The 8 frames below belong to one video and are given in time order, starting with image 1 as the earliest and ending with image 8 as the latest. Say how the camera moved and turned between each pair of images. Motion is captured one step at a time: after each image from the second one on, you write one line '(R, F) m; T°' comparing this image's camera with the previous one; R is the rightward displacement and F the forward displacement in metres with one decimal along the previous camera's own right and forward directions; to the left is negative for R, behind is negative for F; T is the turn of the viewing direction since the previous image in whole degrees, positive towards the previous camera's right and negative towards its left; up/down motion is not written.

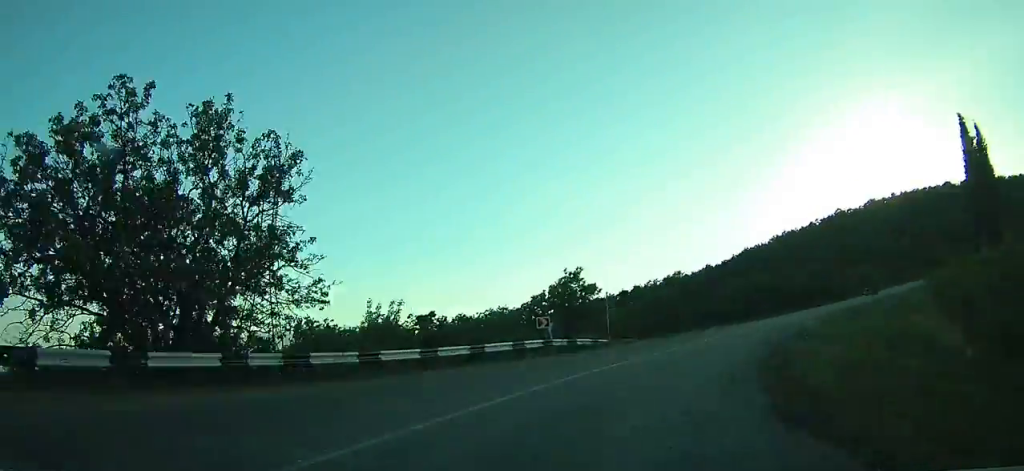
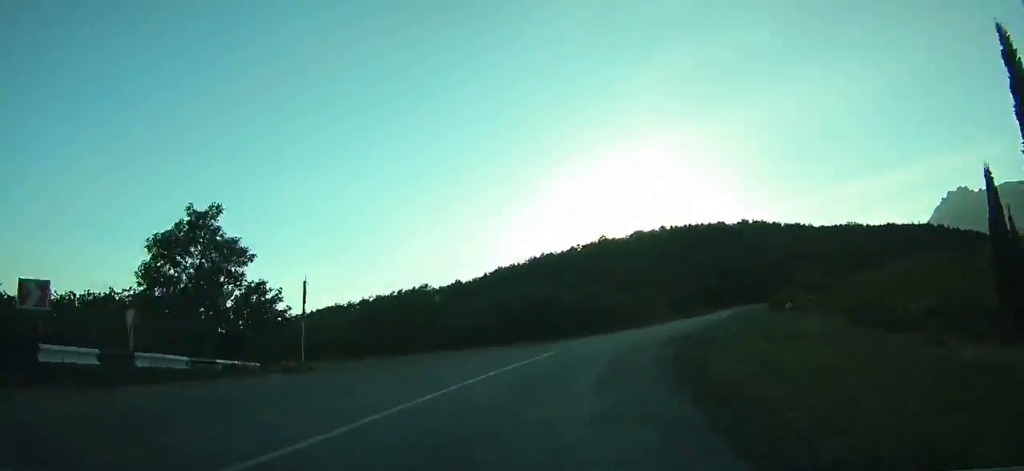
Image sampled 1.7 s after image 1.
(+4.7, +17.2) m; +15°
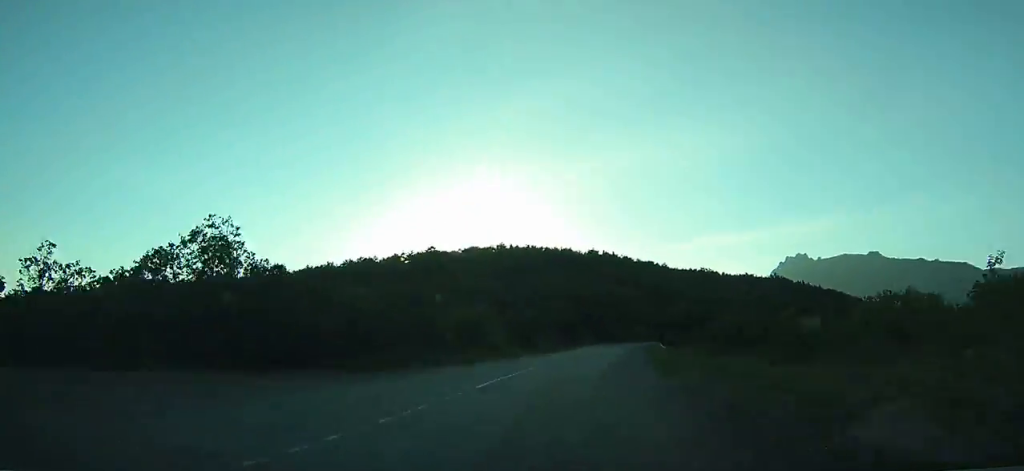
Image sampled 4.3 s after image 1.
(+4.8, +27.8) m; +14°
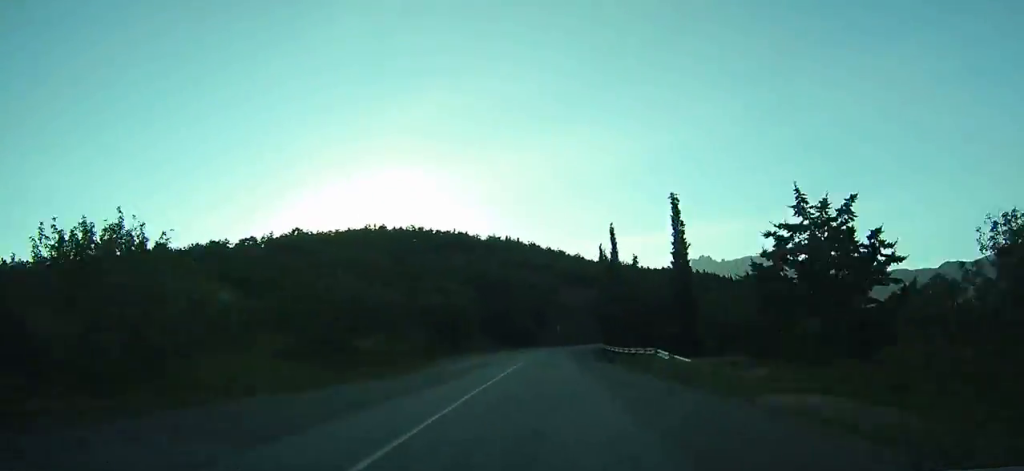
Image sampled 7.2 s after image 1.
(+2.3, +32.1) m; +7°
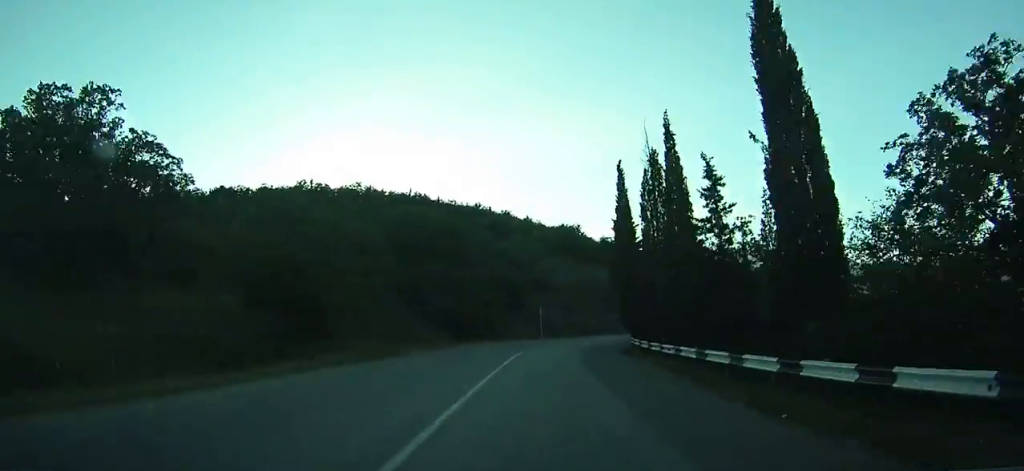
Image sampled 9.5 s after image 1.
(+0.7, +26.2) m; +4°
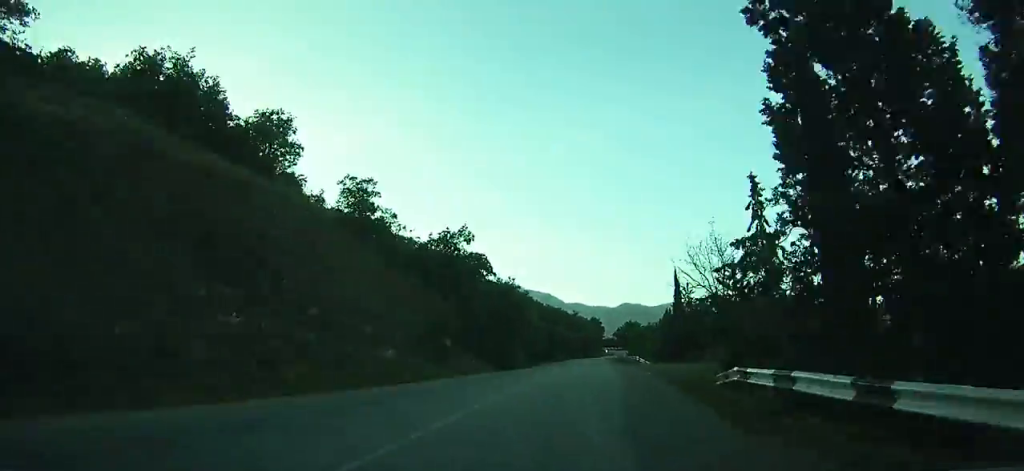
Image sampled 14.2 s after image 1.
(+7.9, +53.7) m; +20°
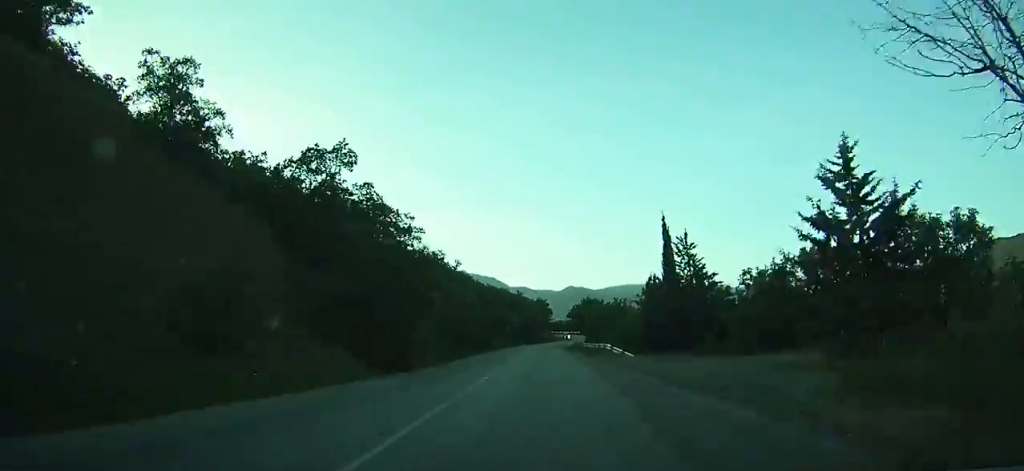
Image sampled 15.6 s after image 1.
(+0.4, +17.0) m; +7°
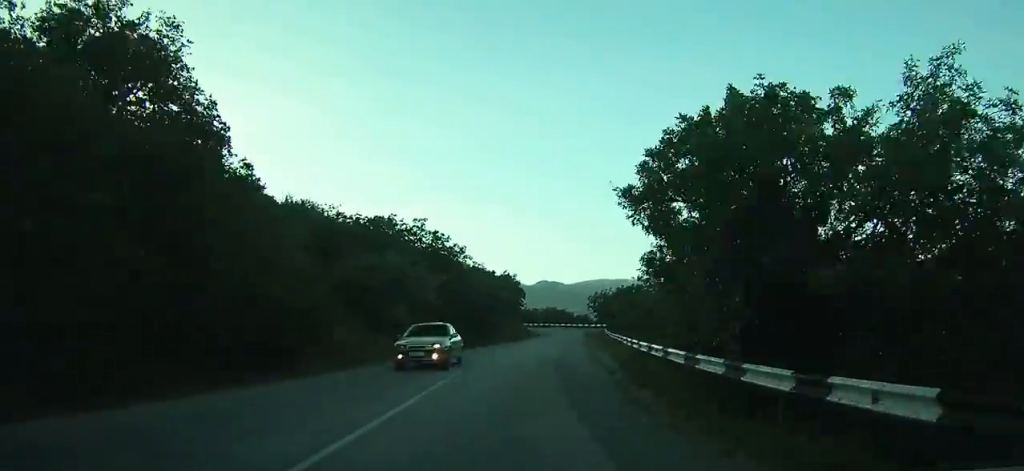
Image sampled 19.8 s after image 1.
(+6.9, +53.6) m; +10°
